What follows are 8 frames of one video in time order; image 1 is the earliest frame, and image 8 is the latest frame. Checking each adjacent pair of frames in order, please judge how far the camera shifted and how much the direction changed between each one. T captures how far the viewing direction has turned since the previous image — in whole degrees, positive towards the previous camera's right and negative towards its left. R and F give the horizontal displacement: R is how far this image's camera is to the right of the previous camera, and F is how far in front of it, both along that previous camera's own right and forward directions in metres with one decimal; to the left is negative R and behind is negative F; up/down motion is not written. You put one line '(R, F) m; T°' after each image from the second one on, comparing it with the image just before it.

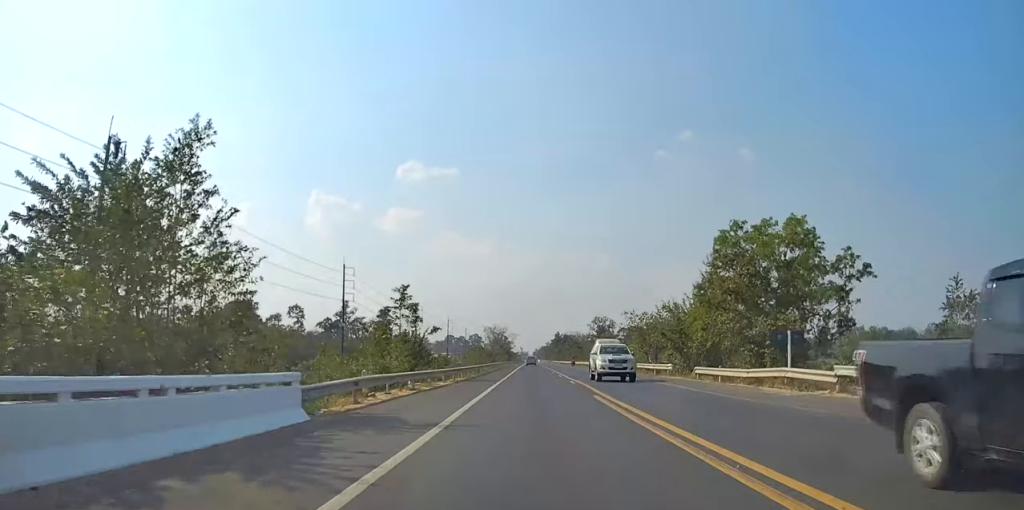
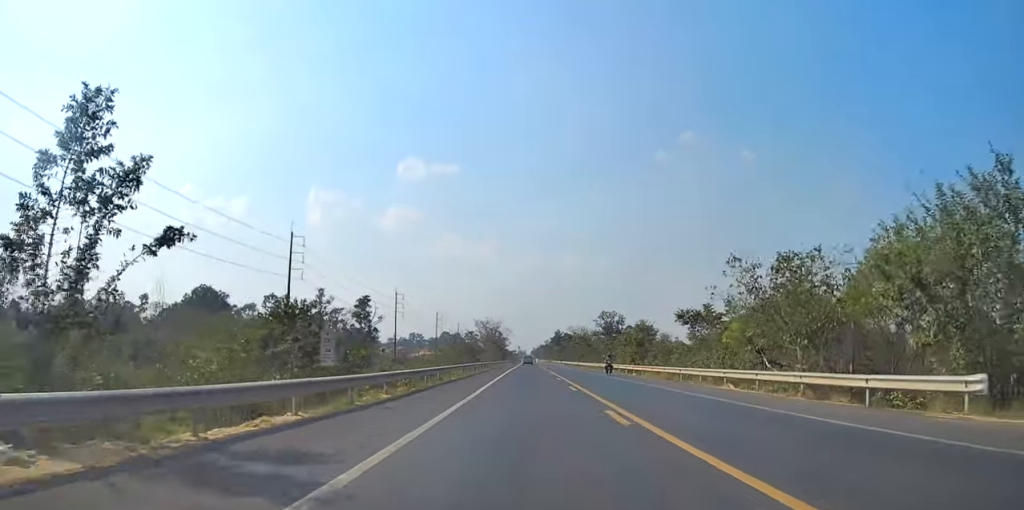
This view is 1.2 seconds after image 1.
(0.0, +29.4) m; 0°
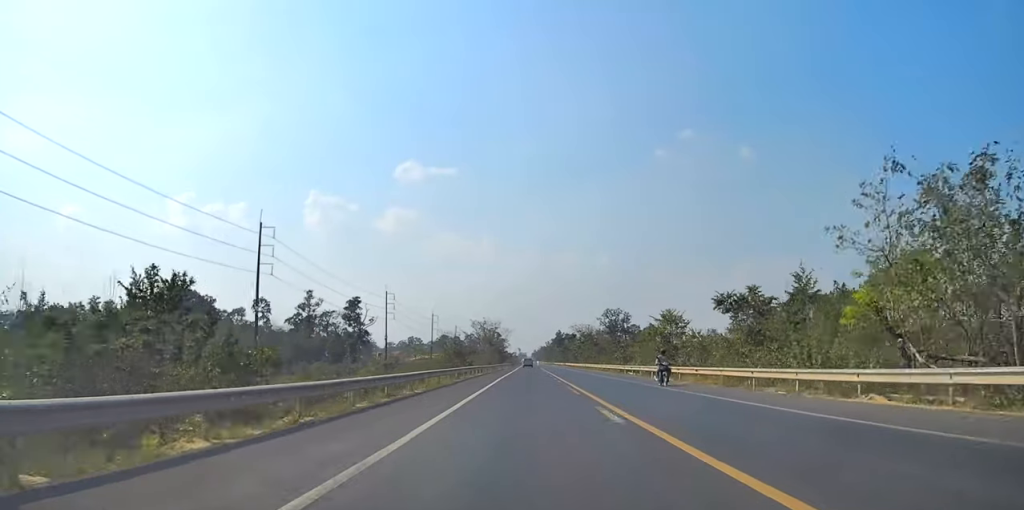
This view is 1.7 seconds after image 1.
(-0.1, +11.4) m; 0°
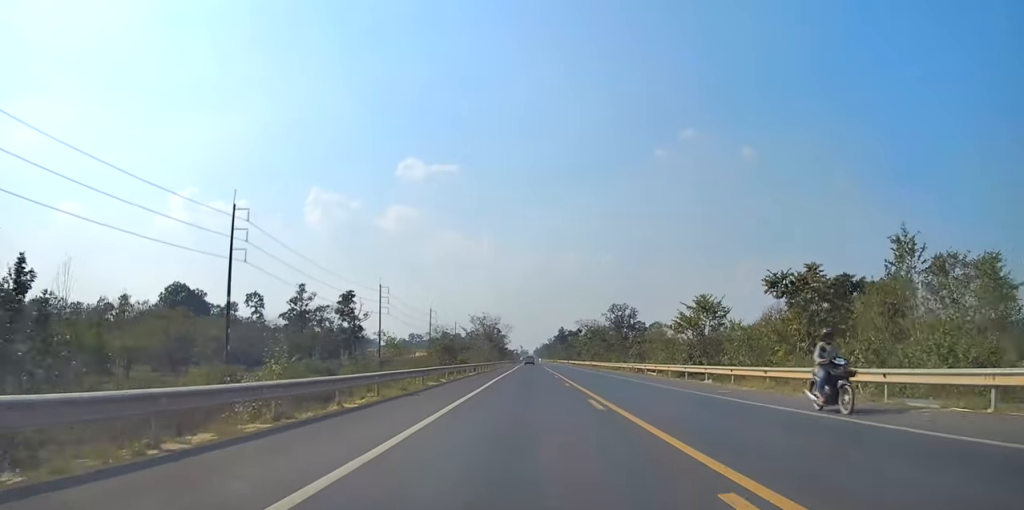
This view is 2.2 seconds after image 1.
(+0.1, +10.2) m; 0°
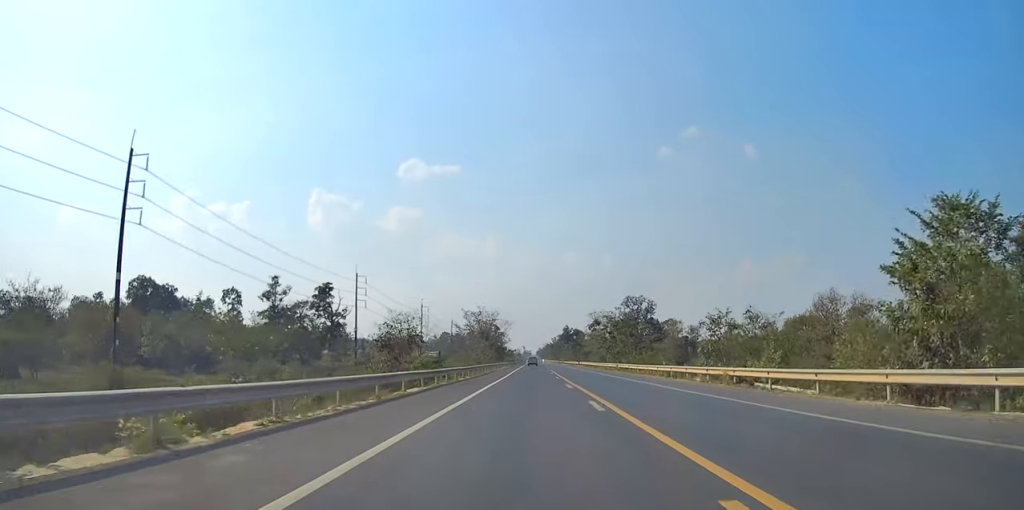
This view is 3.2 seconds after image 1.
(0.0, +23.5) m; 0°
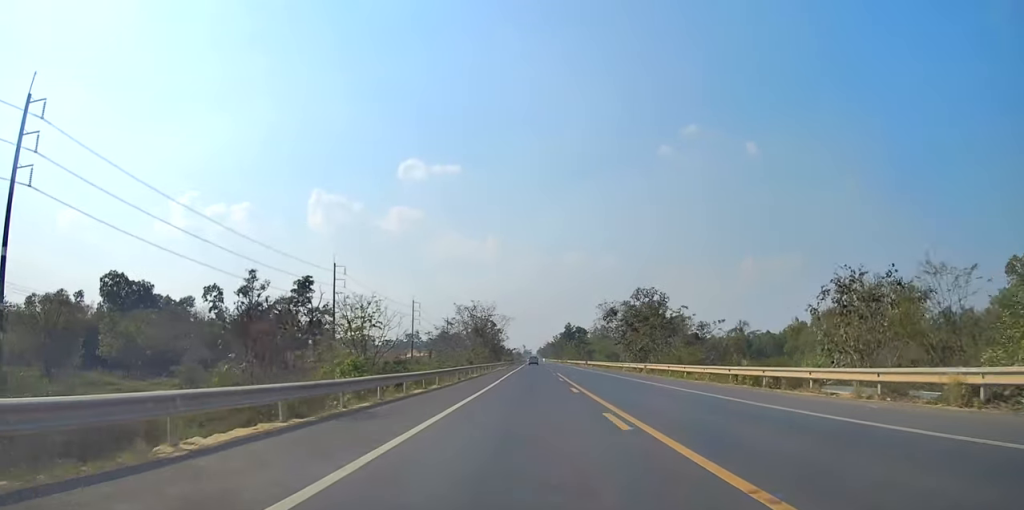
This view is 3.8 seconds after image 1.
(0.0, +15.6) m; 0°
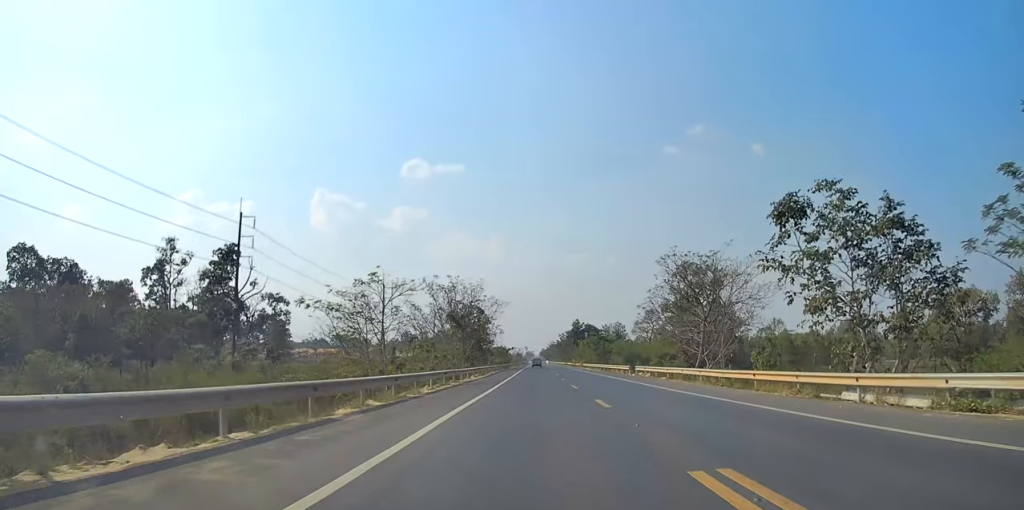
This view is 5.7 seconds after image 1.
(0.0, +43.4) m; 0°
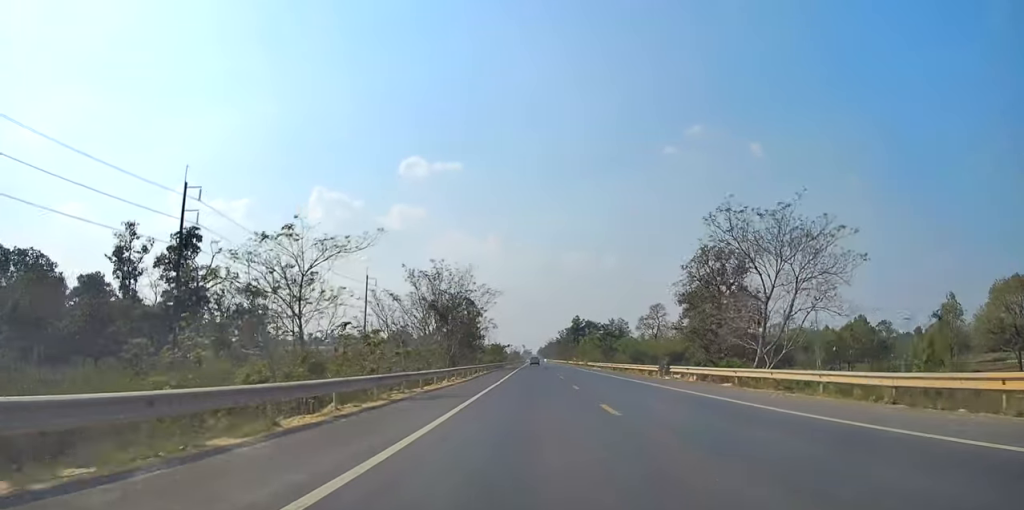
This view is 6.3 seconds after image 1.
(-0.1, +14.1) m; 0°
